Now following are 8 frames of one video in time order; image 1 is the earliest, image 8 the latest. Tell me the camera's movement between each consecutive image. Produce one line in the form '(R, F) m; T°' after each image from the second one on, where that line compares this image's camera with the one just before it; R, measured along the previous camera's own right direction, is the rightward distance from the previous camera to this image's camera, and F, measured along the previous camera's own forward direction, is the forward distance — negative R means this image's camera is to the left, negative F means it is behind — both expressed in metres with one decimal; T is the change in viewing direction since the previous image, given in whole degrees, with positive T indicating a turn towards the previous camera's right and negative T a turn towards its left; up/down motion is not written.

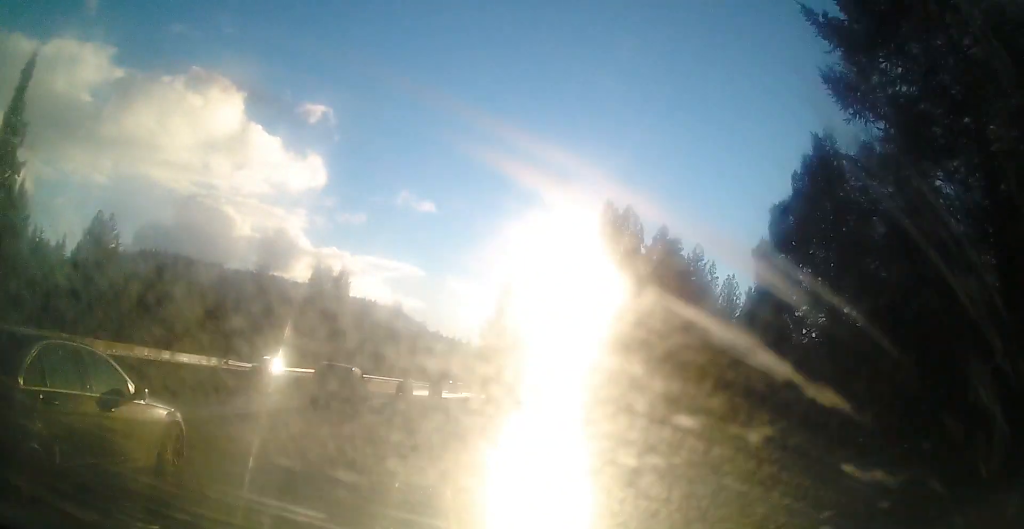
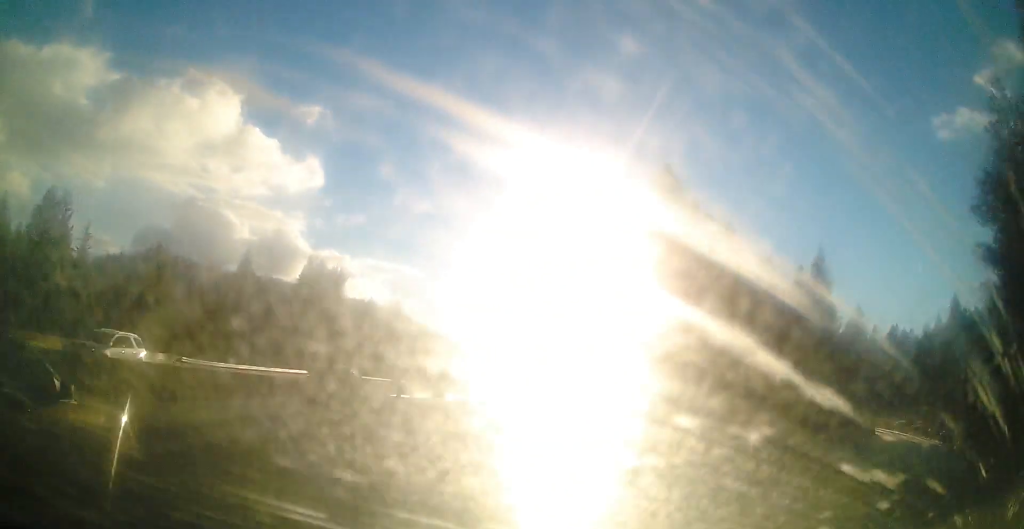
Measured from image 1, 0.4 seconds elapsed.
(+0.1, +12.3) m; +1°
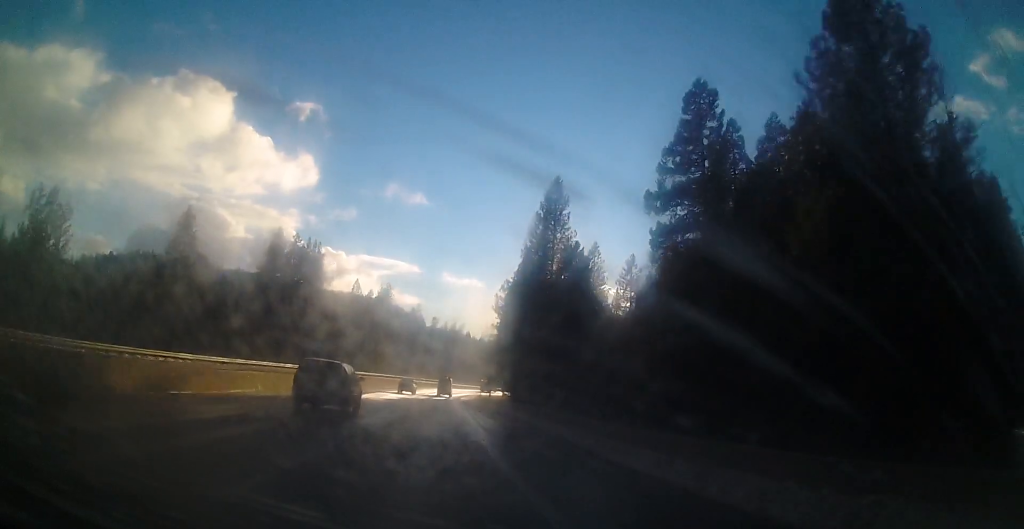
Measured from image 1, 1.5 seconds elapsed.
(+0.4, +30.6) m; -2°
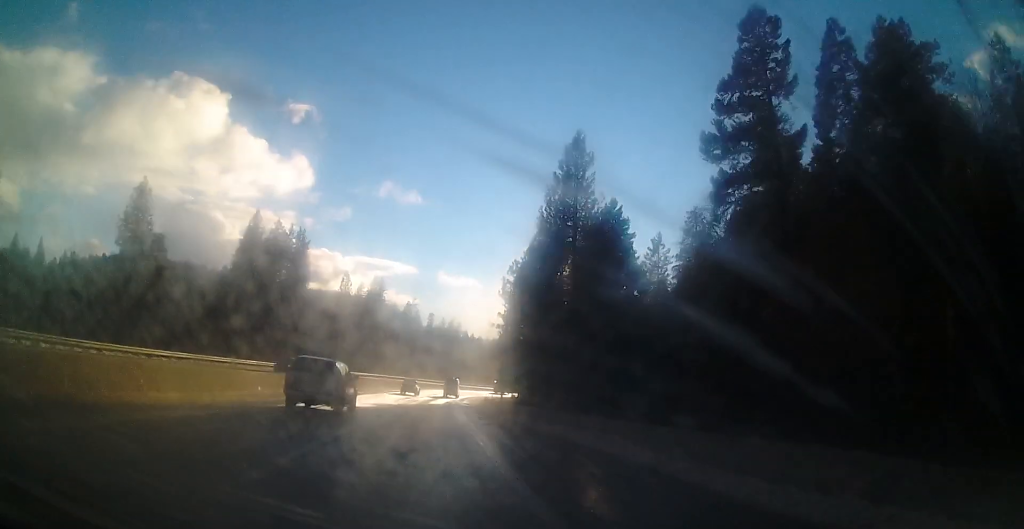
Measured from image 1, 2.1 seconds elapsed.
(-0.8, +15.7) m; 0°
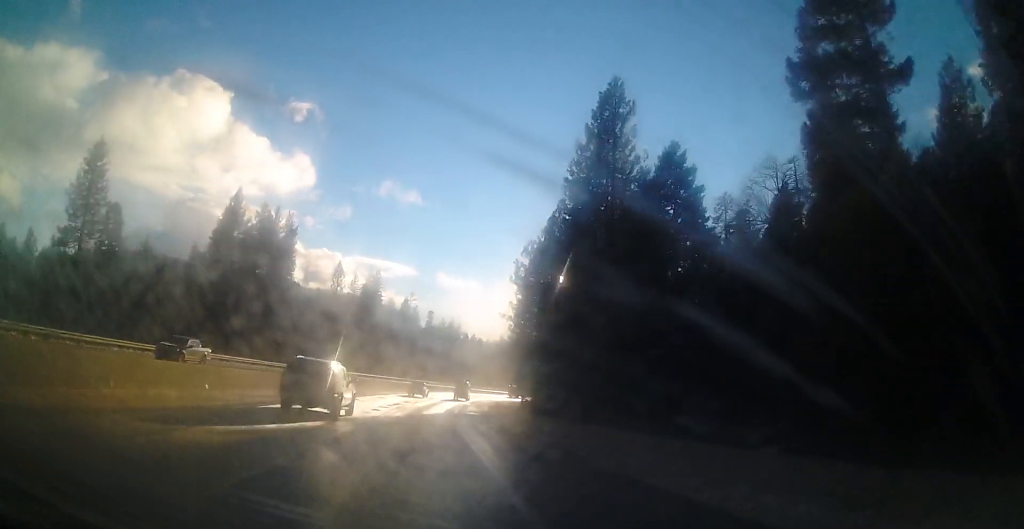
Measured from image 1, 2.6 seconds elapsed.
(-0.4, +13.9) m; 0°
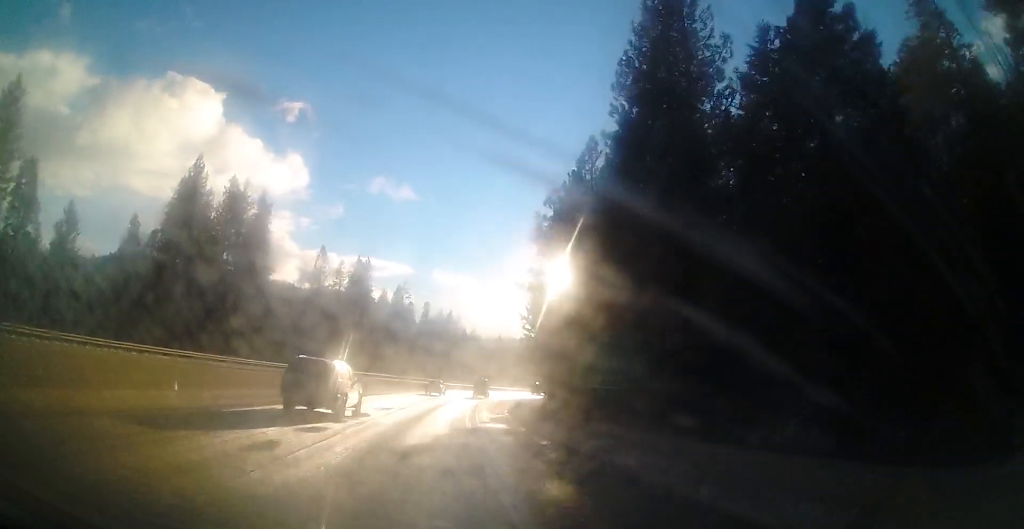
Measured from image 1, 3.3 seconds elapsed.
(+0.7, +18.8) m; +3°
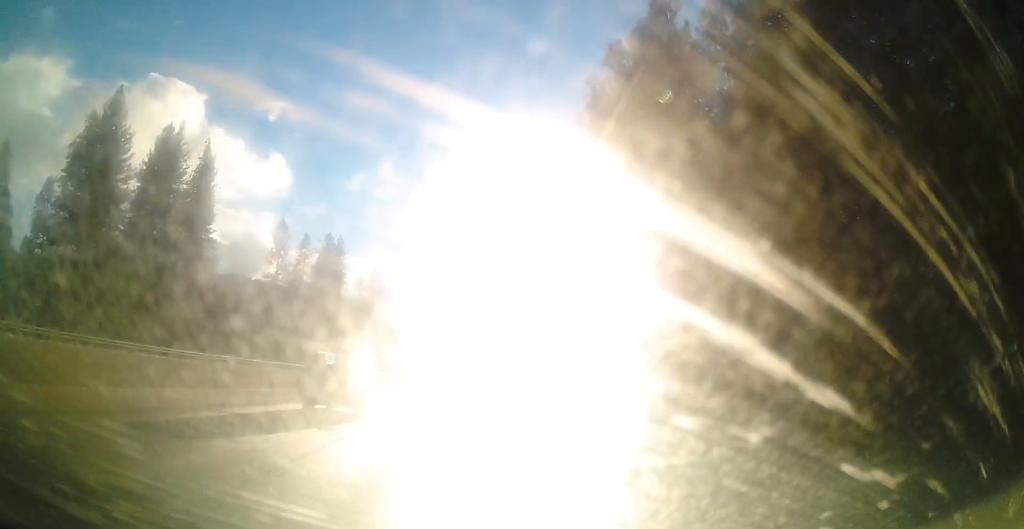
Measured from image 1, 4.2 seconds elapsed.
(+0.7, +25.5) m; +3°
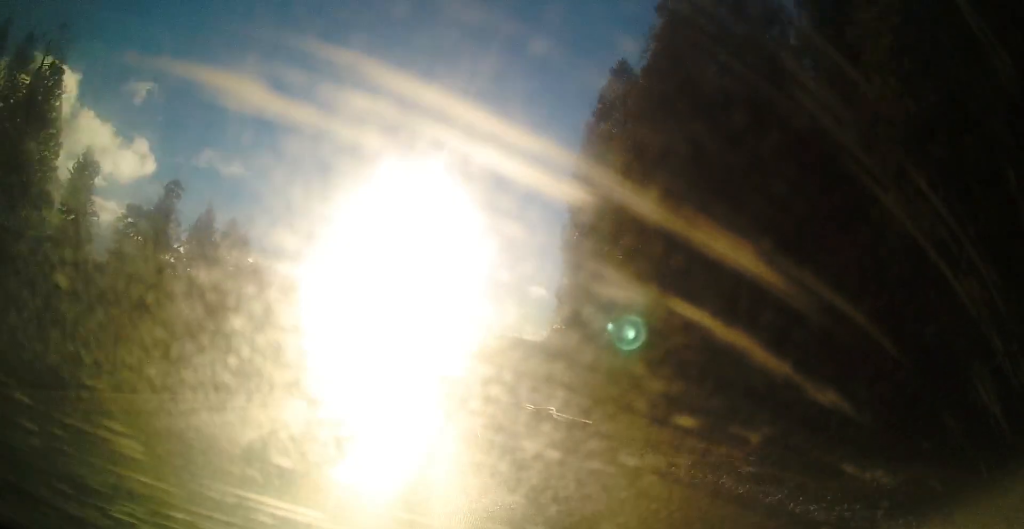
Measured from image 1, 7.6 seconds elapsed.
(+11.1, +93.9) m; +13°
